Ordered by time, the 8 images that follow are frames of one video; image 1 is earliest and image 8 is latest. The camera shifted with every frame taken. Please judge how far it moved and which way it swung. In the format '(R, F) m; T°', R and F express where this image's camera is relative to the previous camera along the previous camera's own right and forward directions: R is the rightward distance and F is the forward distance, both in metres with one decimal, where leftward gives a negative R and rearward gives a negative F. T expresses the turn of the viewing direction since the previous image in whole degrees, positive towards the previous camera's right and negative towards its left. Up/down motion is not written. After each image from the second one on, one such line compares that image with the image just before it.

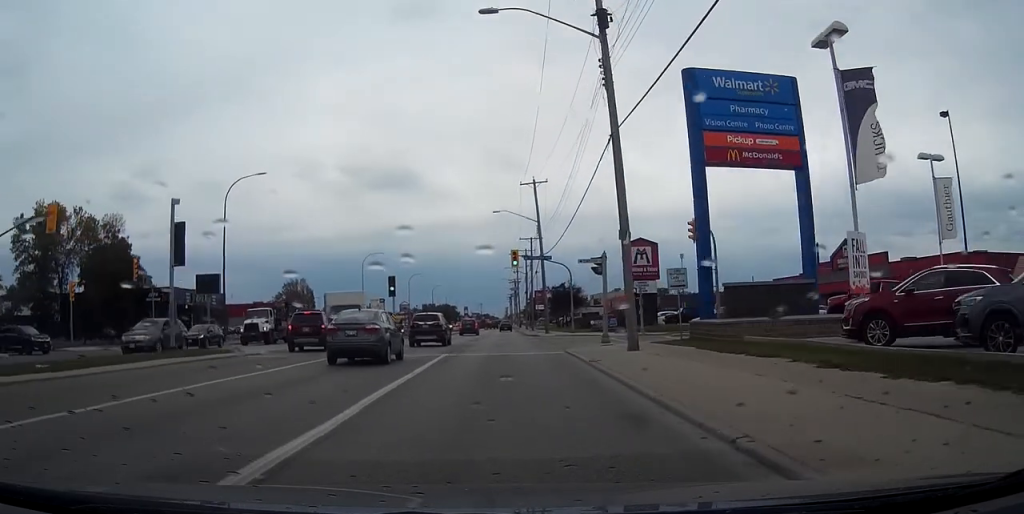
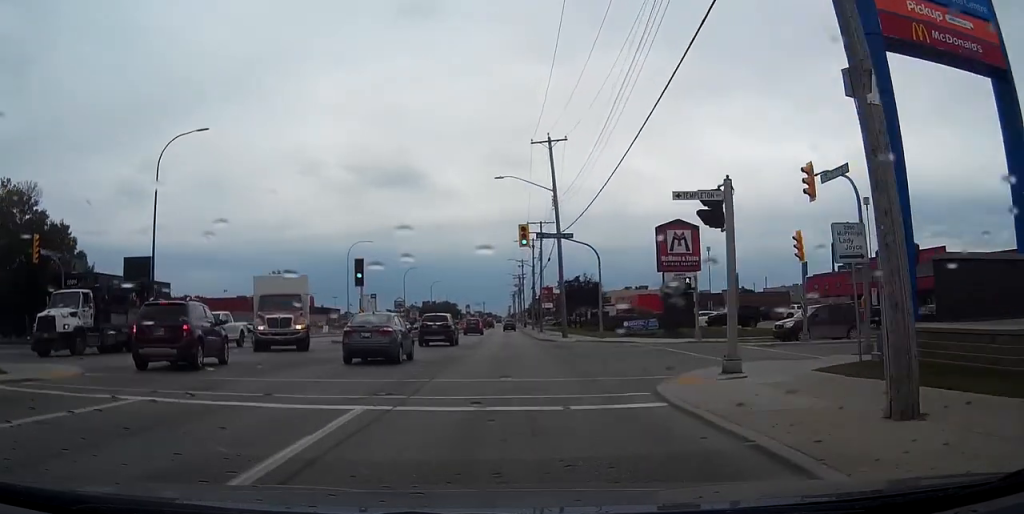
(0.0, +15.0) m; 0°
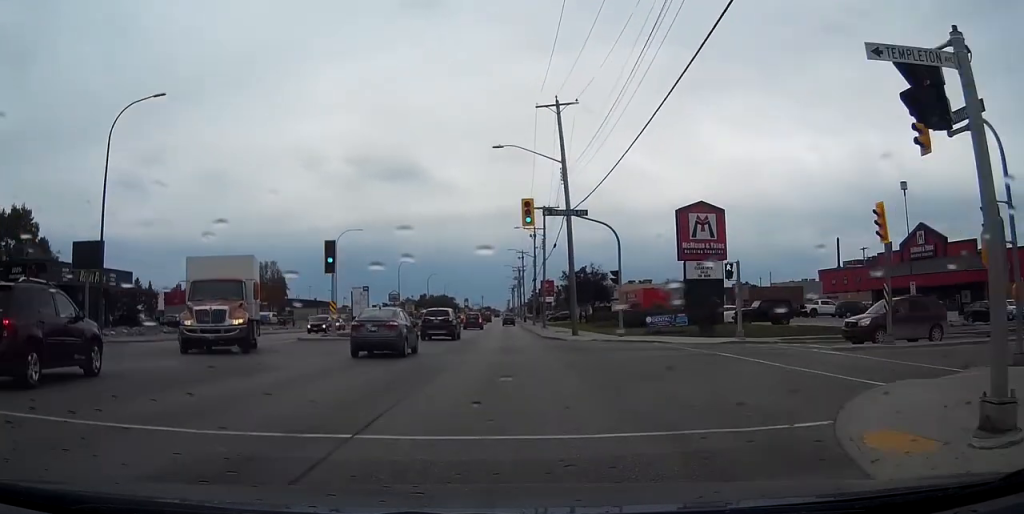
(0.0, +7.4) m; 0°
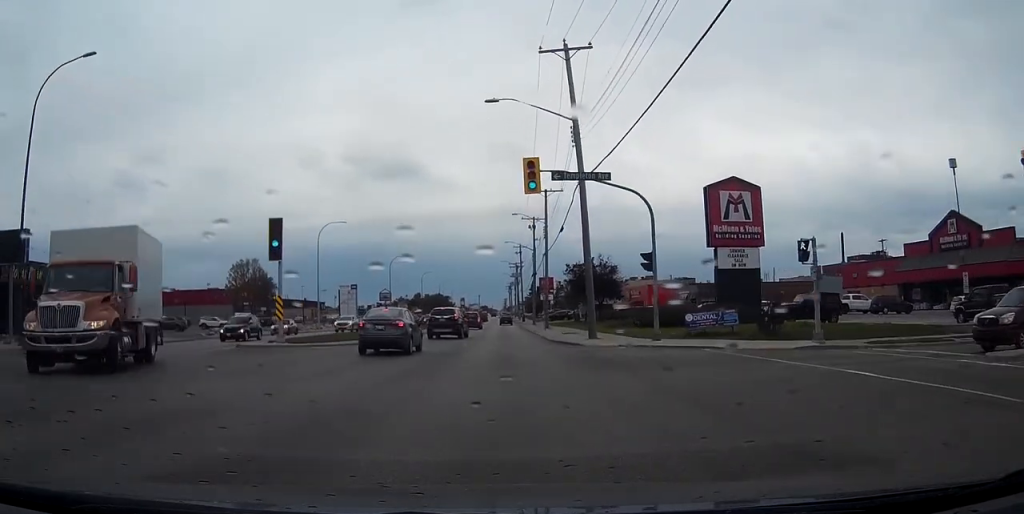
(0.0, +8.6) m; +1°
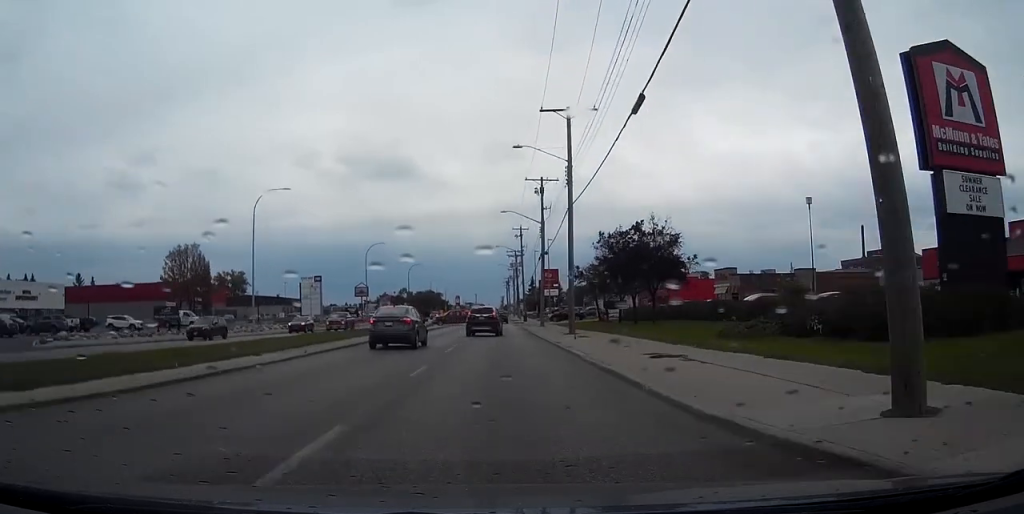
(+0.5, +24.7) m; +1°
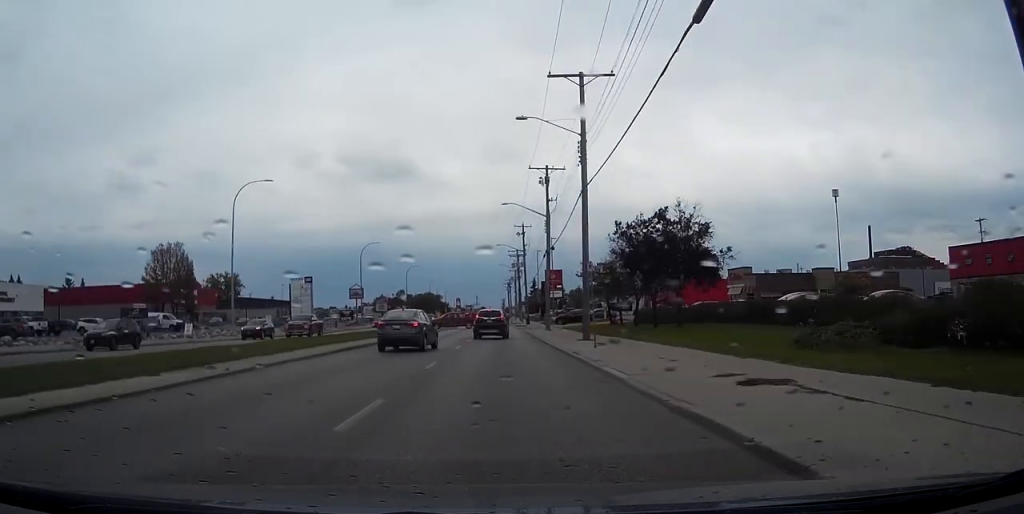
(0.0, +6.1) m; 0°
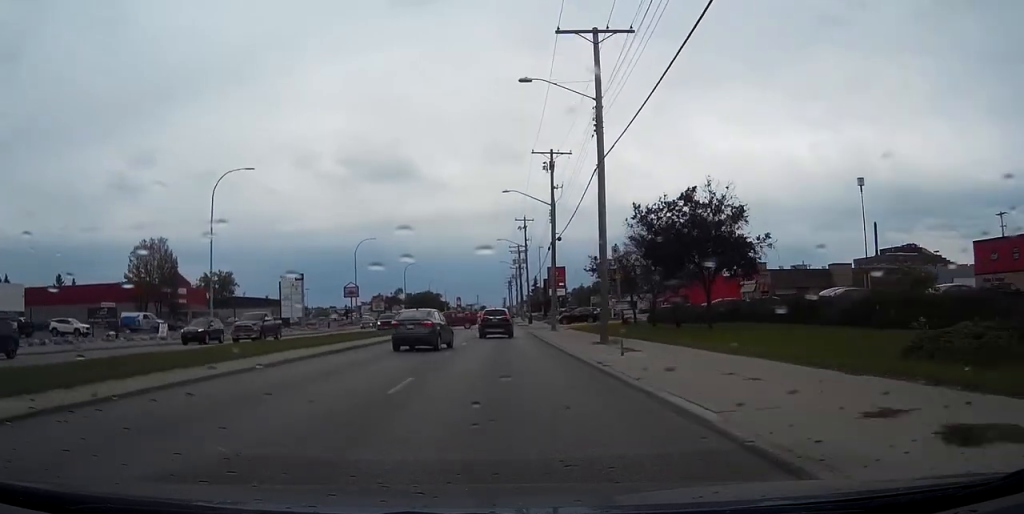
(0.0, +5.2) m; 0°
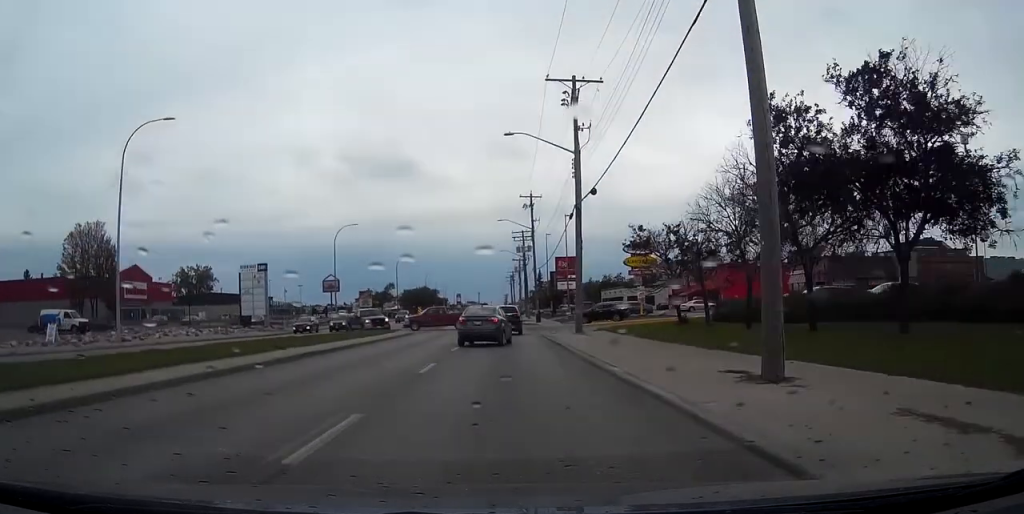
(0.0, +16.5) m; 0°
